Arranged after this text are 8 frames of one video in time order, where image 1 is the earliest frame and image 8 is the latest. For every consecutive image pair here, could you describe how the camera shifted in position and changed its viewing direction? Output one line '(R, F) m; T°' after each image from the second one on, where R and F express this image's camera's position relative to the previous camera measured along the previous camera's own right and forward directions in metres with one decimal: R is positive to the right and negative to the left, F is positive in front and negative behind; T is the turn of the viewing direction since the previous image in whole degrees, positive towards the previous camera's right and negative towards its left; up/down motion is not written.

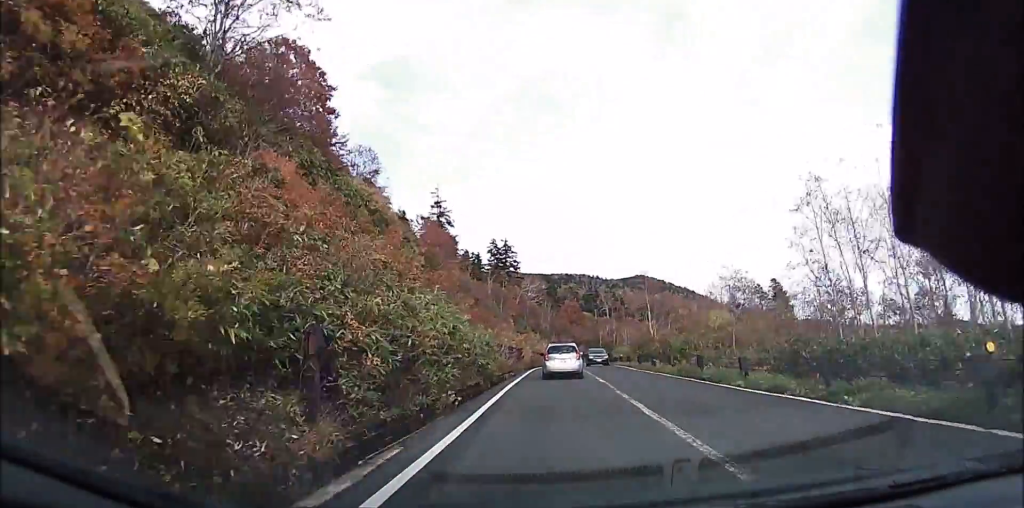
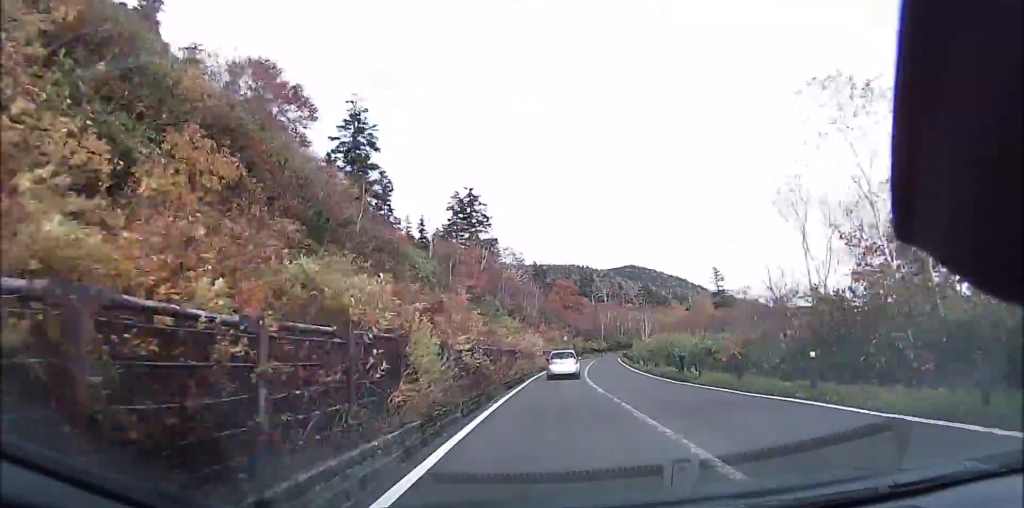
(-0.2, +28.5) m; +2°
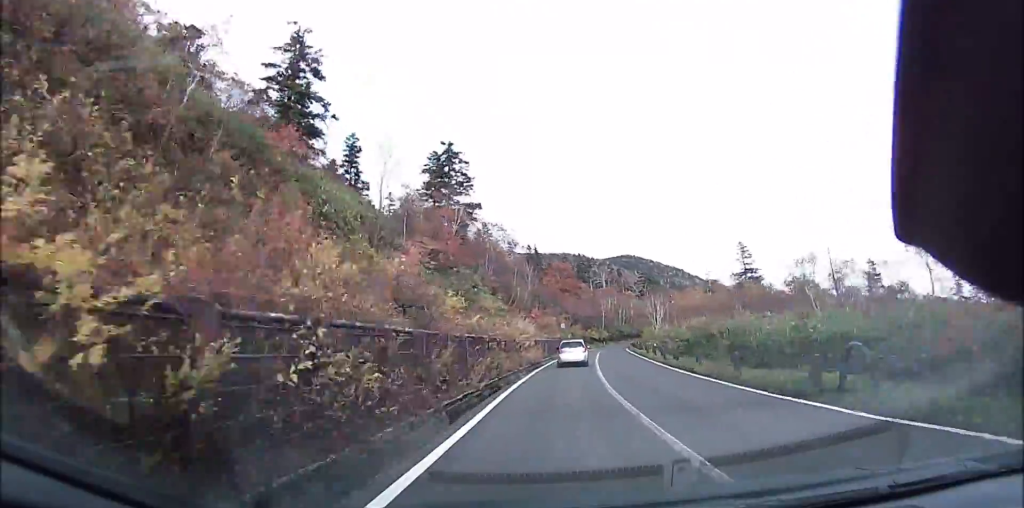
(+0.4, +10.8) m; +1°
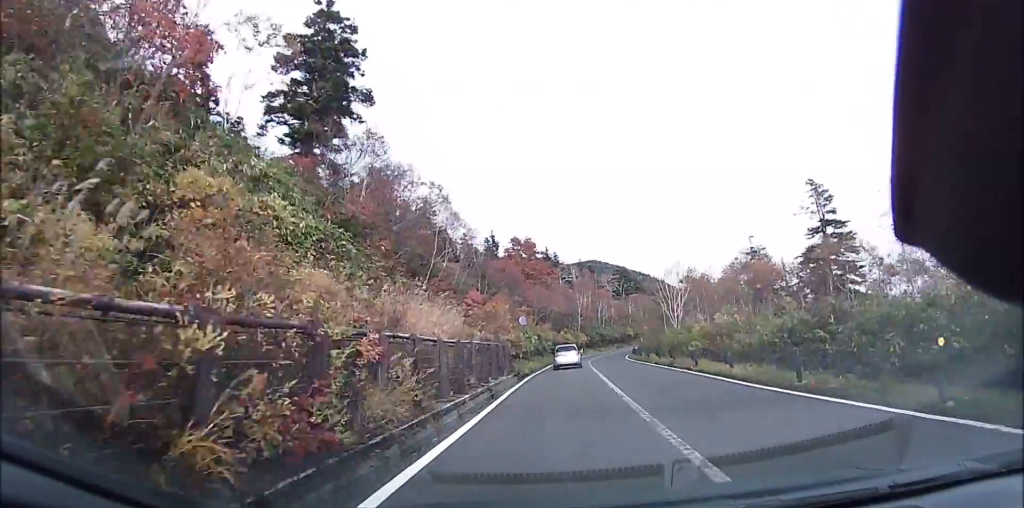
(+0.2, +22.6) m; +2°
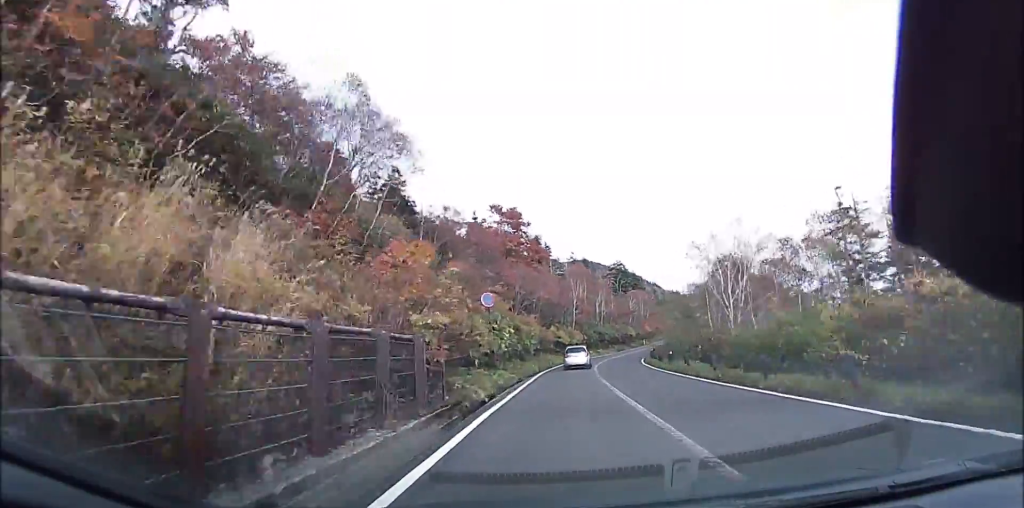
(+0.2, +13.9) m; +2°
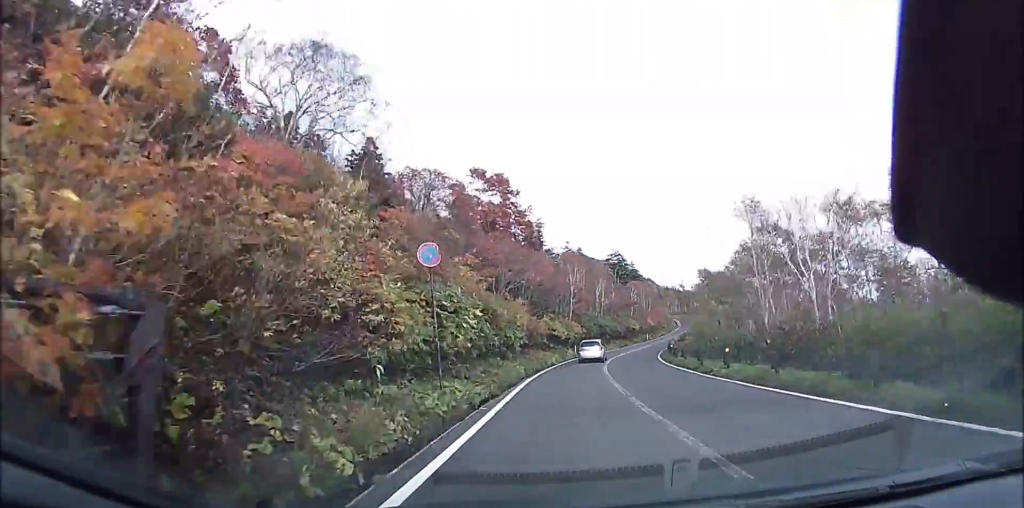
(+0.1, +8.7) m; +2°
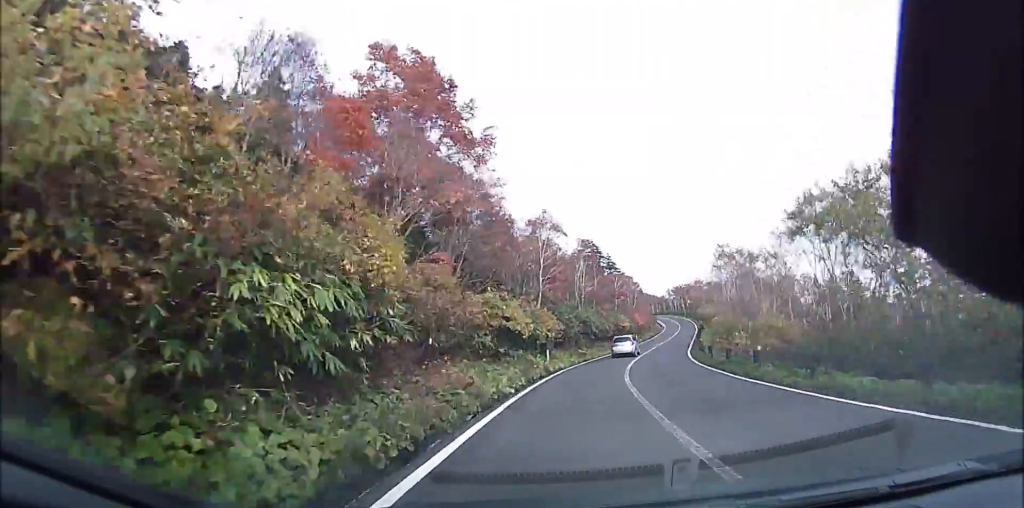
(+0.5, +17.2) m; +4°
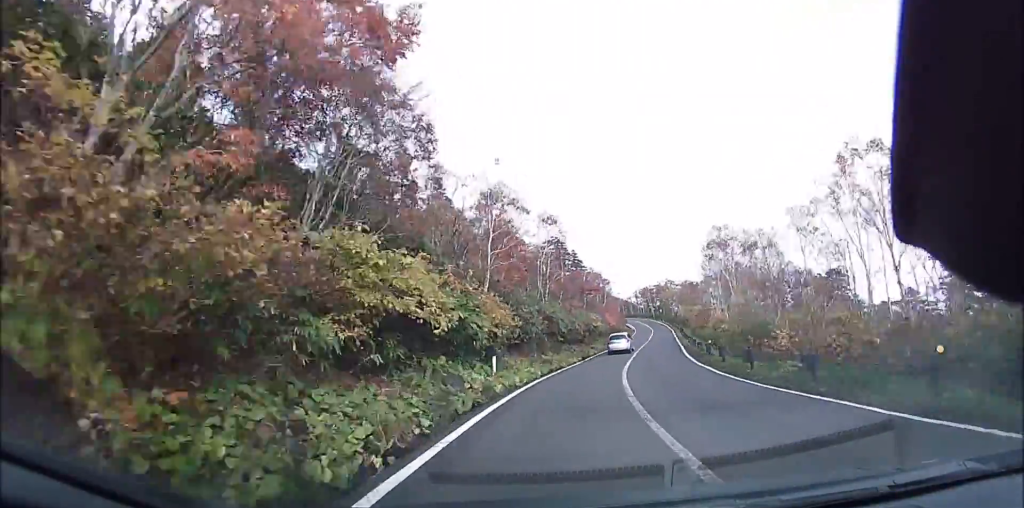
(+0.2, +9.0) m; +3°
